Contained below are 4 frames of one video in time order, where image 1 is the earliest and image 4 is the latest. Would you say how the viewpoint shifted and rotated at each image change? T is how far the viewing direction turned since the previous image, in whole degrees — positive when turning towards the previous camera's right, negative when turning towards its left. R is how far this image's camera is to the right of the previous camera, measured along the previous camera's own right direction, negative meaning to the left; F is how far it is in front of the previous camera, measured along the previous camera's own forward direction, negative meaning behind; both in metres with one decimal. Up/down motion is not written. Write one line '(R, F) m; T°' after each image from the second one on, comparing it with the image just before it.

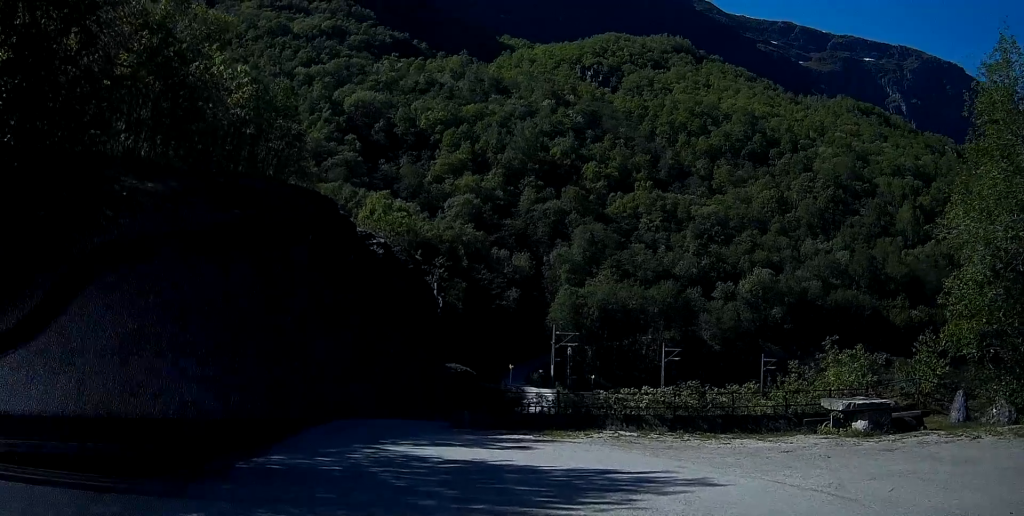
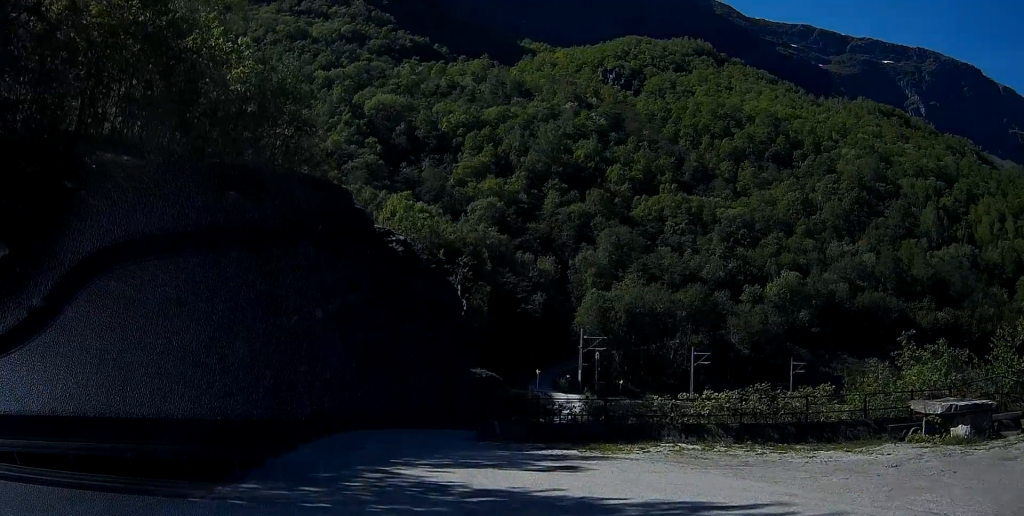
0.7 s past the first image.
(-0.1, +2.6) m; -2°
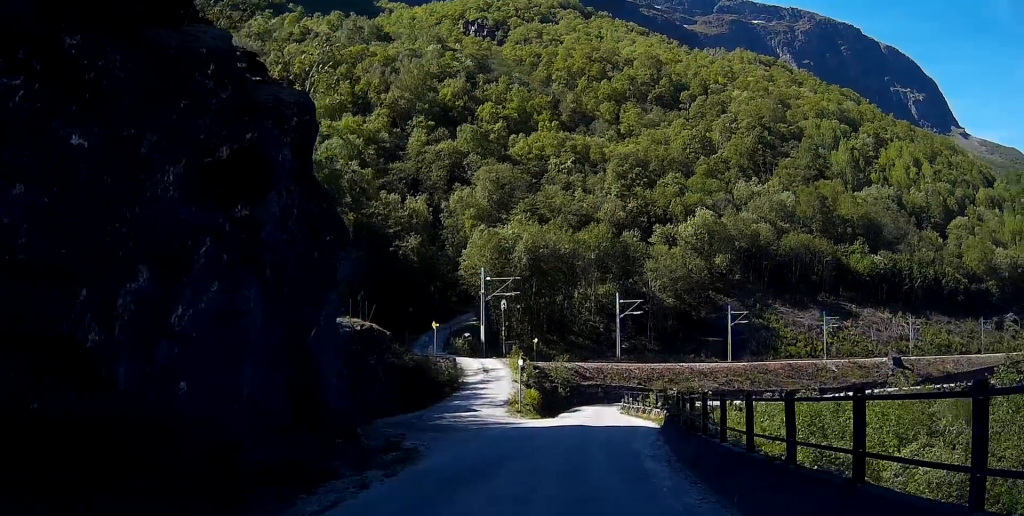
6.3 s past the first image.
(+3.0, +26.2) m; +11°
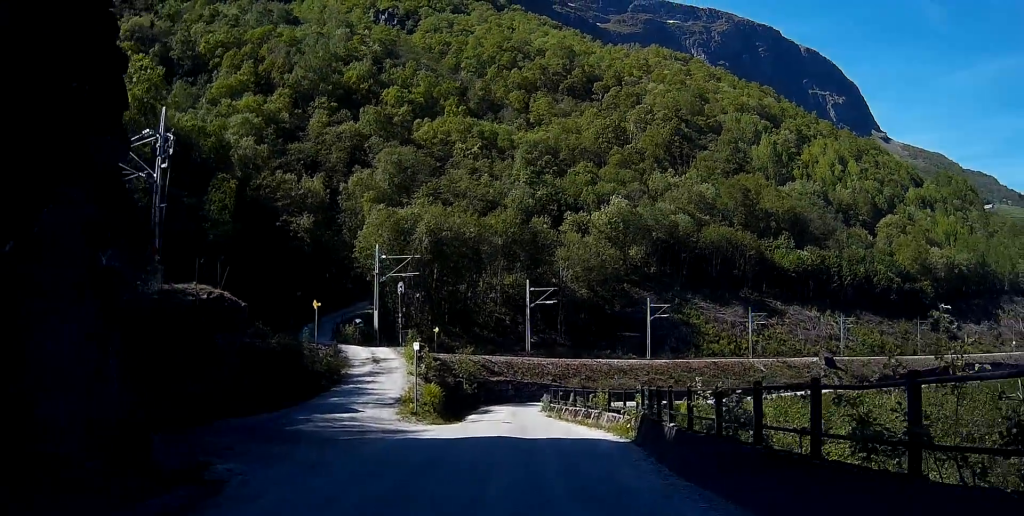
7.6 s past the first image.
(+0.3, +7.4) m; +10°
